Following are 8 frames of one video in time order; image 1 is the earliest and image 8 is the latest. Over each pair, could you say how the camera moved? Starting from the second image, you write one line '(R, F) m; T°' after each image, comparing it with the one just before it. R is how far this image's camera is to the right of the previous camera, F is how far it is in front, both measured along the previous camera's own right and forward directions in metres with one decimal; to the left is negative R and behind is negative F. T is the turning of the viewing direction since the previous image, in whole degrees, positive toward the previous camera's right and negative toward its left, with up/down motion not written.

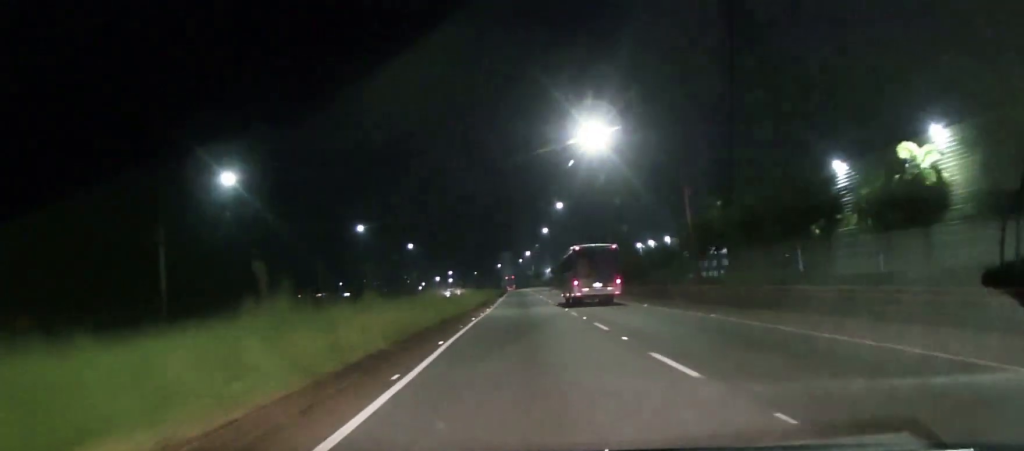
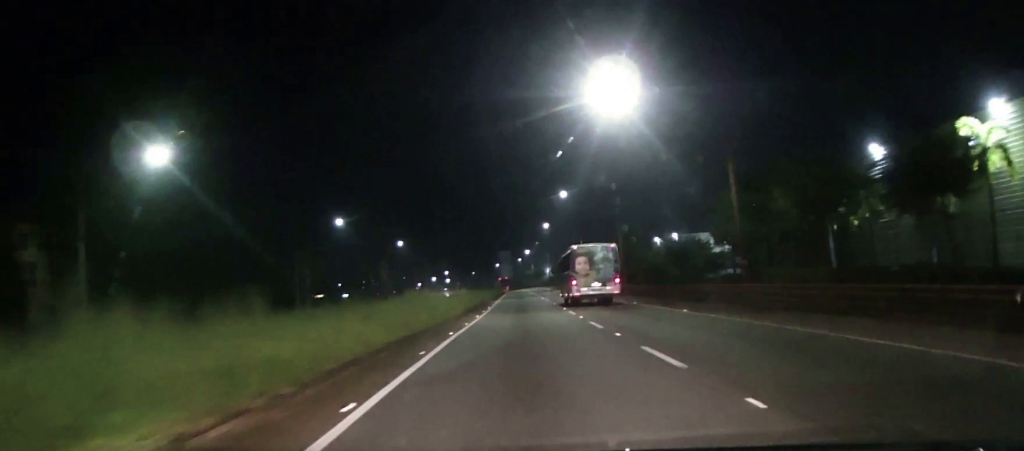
(0.0, +8.4) m; 0°
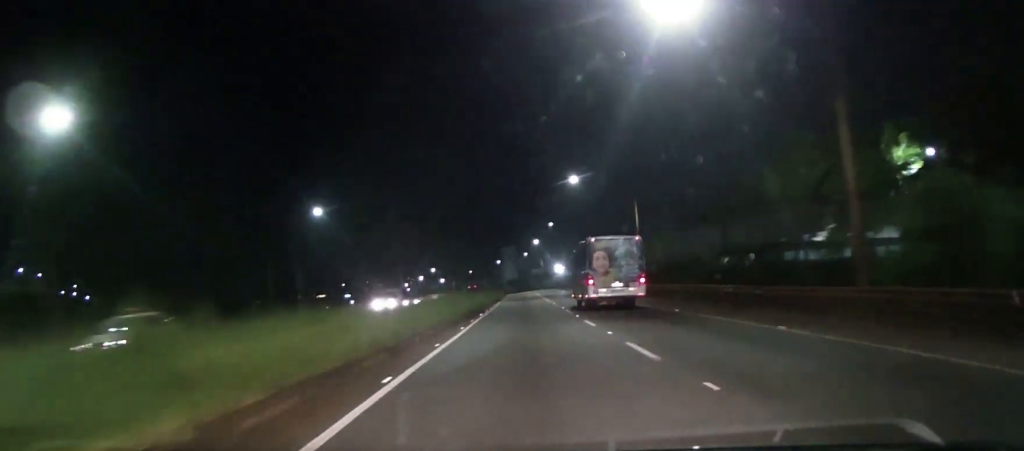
(-0.4, +43.6) m; -1°
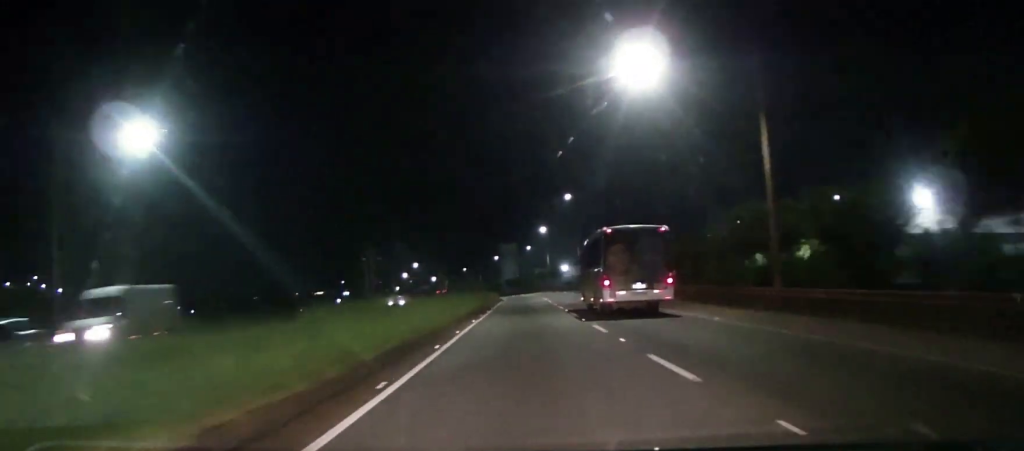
(+0.2, +29.2) m; 0°
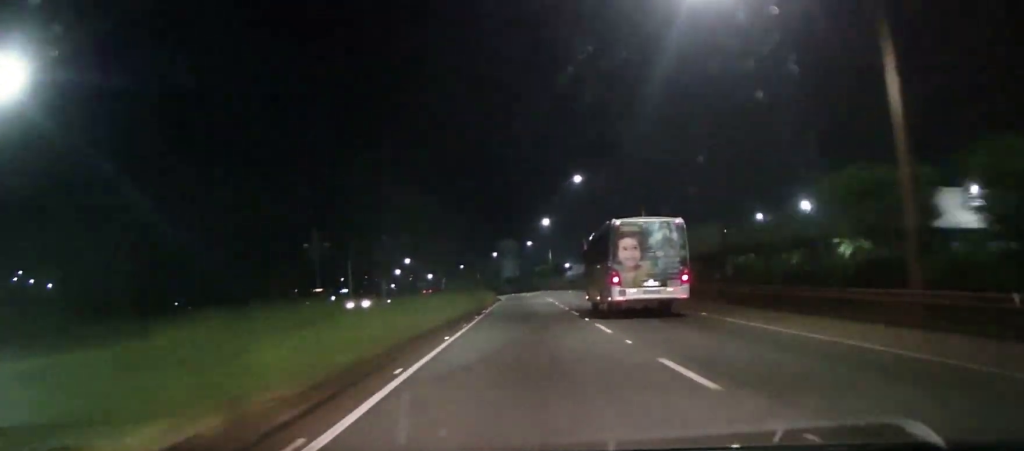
(0.0, +9.8) m; 0°
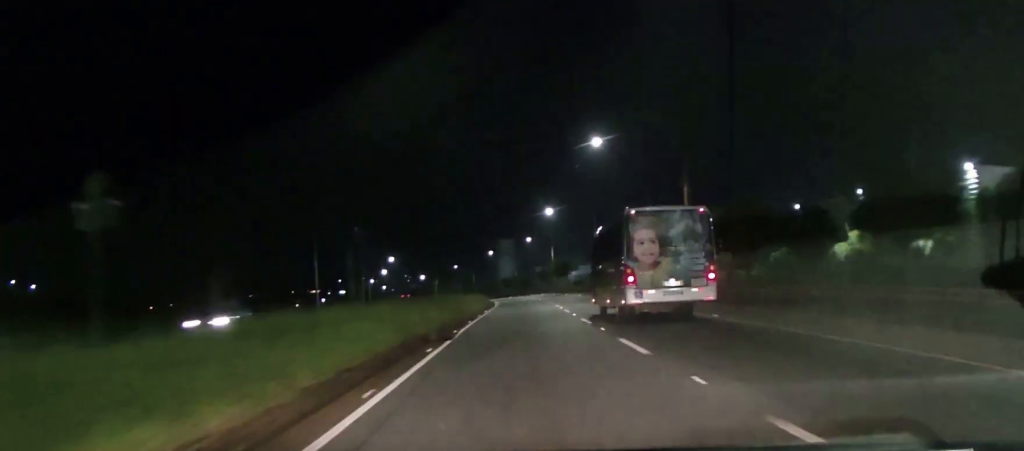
(0.0, +14.1) m; 0°
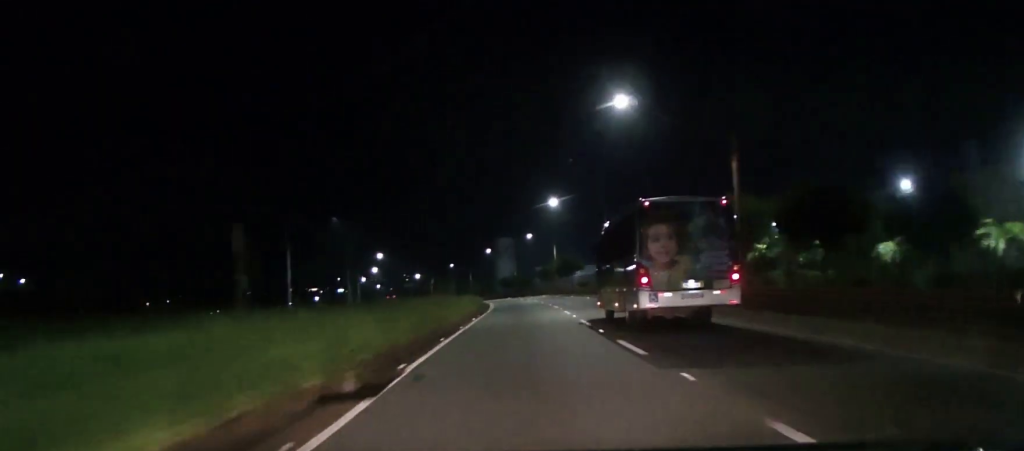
(+0.1, +9.0) m; -1°
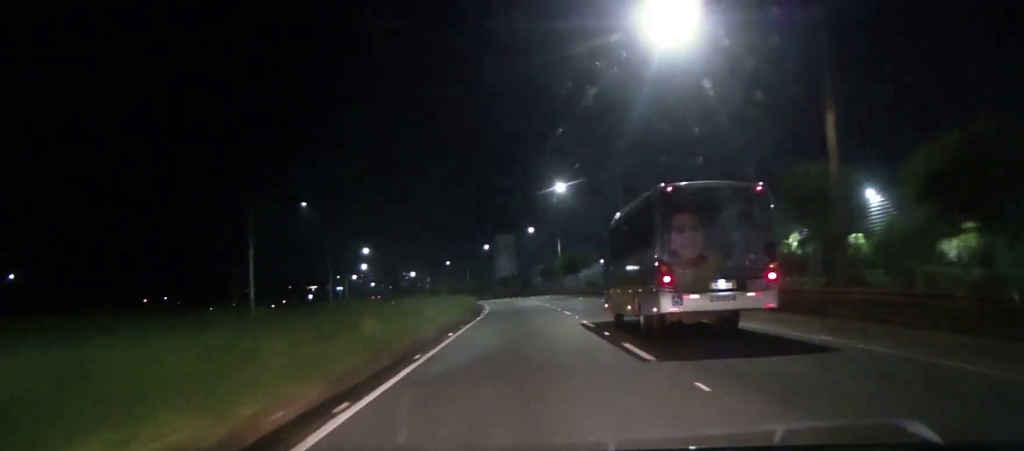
(0.0, +9.7) m; 0°
